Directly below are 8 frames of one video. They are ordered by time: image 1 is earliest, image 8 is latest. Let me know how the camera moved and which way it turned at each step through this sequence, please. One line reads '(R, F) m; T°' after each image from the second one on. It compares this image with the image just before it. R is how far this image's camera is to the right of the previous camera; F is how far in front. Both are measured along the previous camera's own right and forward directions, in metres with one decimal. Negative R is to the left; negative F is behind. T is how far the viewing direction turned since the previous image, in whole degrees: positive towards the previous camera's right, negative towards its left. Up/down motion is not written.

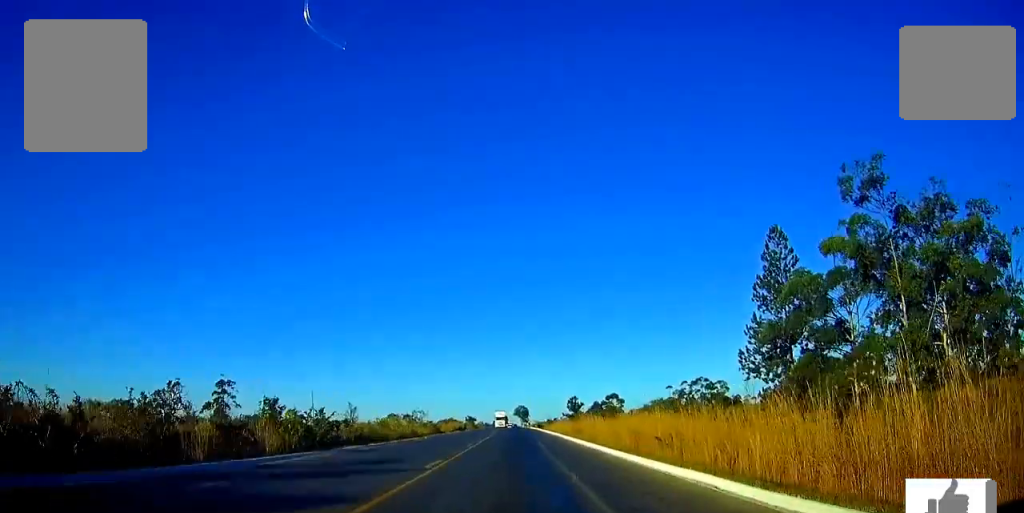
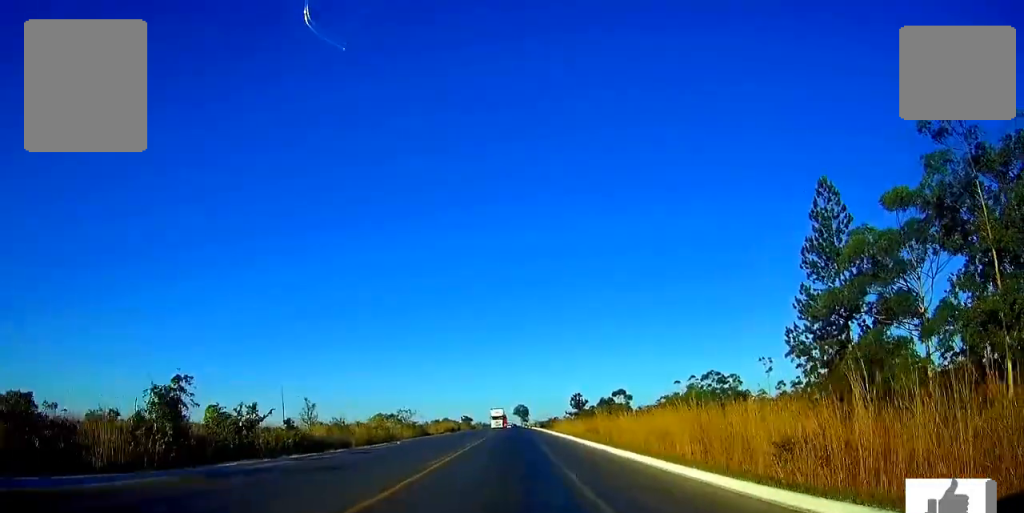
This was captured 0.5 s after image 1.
(0.0, +14.3) m; 0°
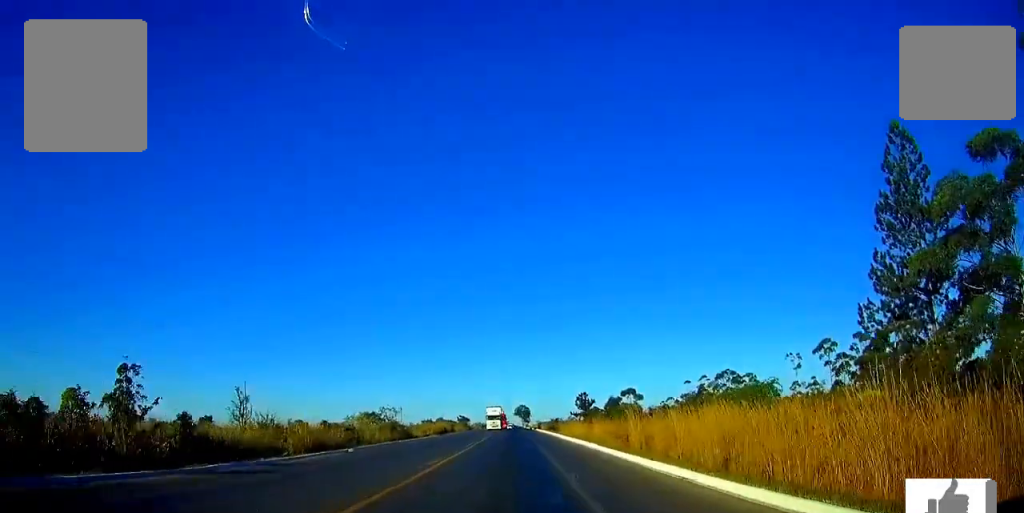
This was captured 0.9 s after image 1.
(0.0, +14.3) m; 0°
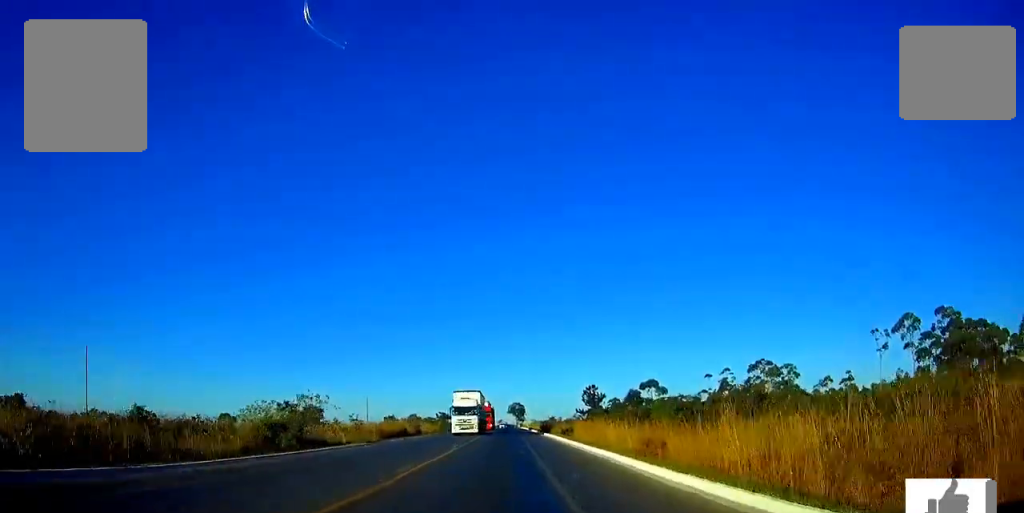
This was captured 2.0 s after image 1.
(+0.1, +33.5) m; 0°
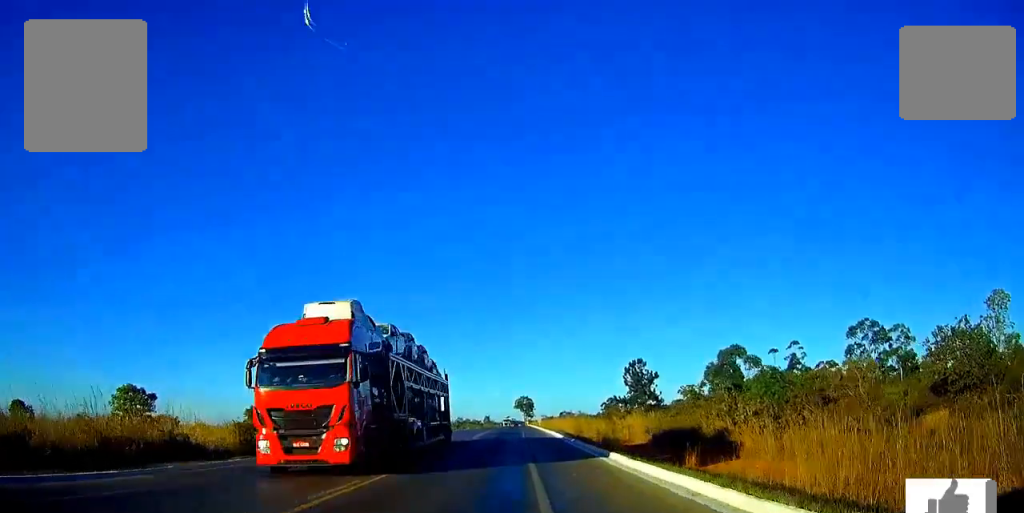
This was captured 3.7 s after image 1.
(-0.4, +51.3) m; -1°
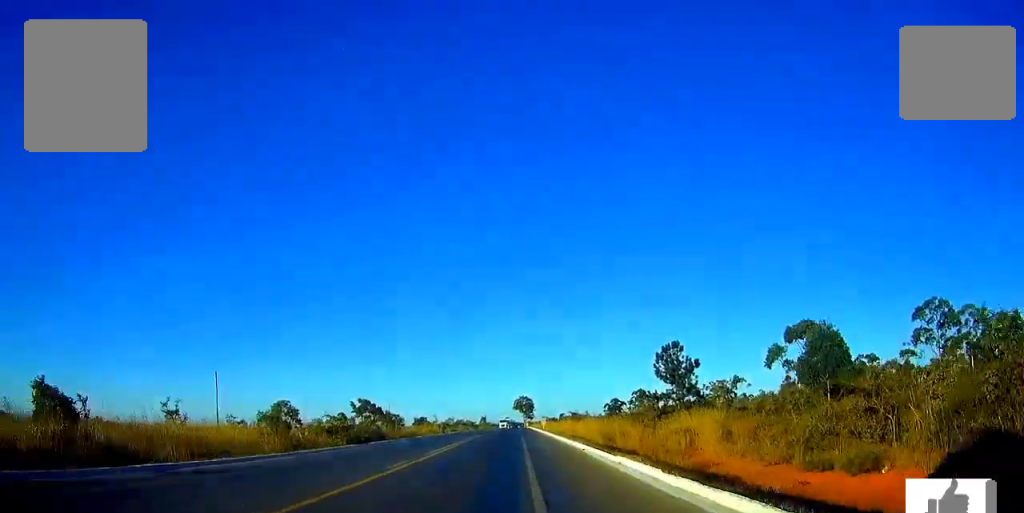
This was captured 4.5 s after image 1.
(0.0, +23.0) m; 0°
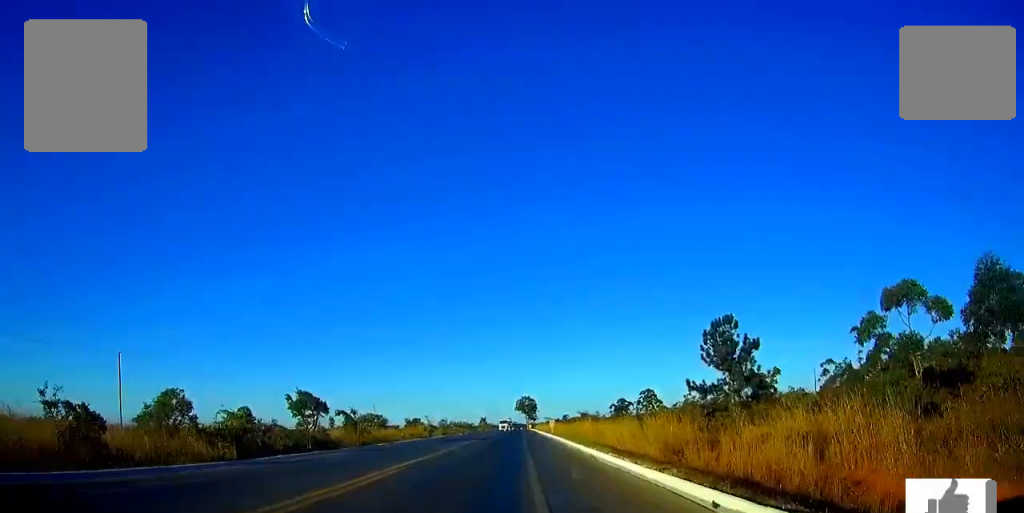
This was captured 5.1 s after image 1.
(0.0, +19.0) m; 0°
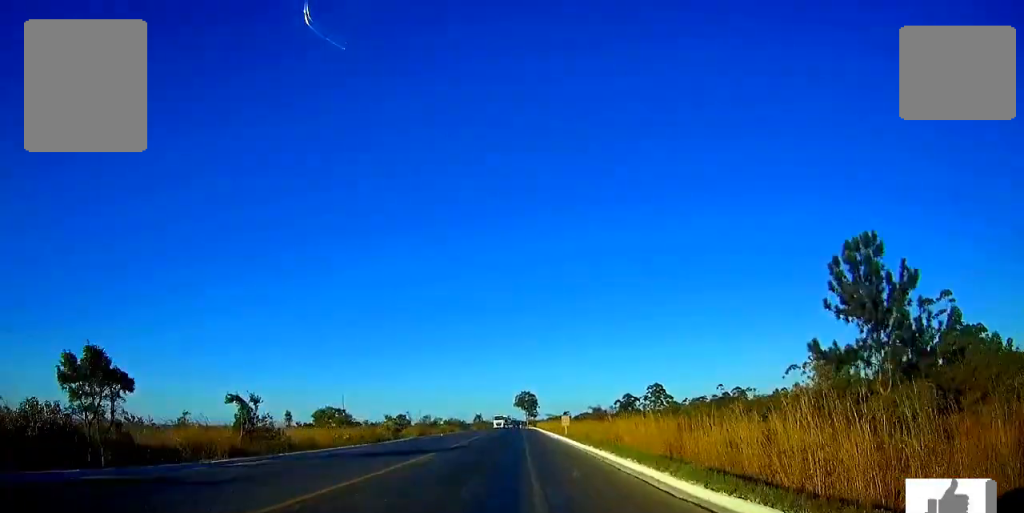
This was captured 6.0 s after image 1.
(0.0, +24.8) m; 0°
